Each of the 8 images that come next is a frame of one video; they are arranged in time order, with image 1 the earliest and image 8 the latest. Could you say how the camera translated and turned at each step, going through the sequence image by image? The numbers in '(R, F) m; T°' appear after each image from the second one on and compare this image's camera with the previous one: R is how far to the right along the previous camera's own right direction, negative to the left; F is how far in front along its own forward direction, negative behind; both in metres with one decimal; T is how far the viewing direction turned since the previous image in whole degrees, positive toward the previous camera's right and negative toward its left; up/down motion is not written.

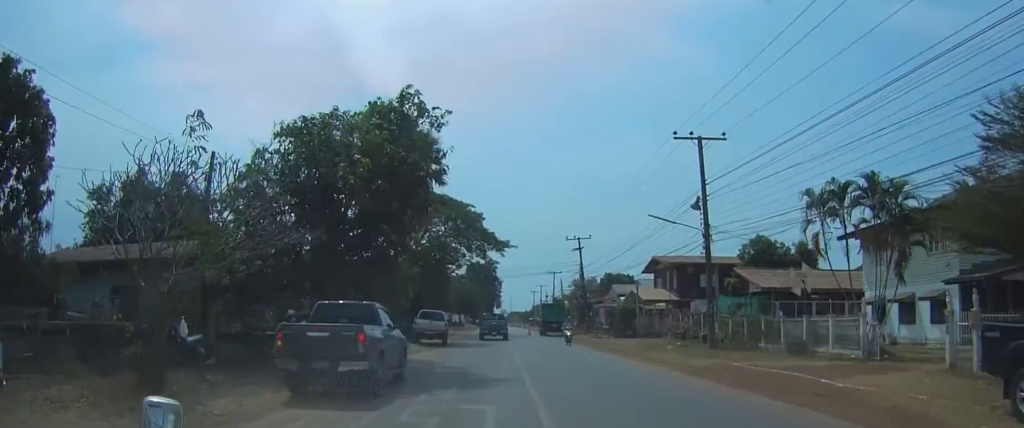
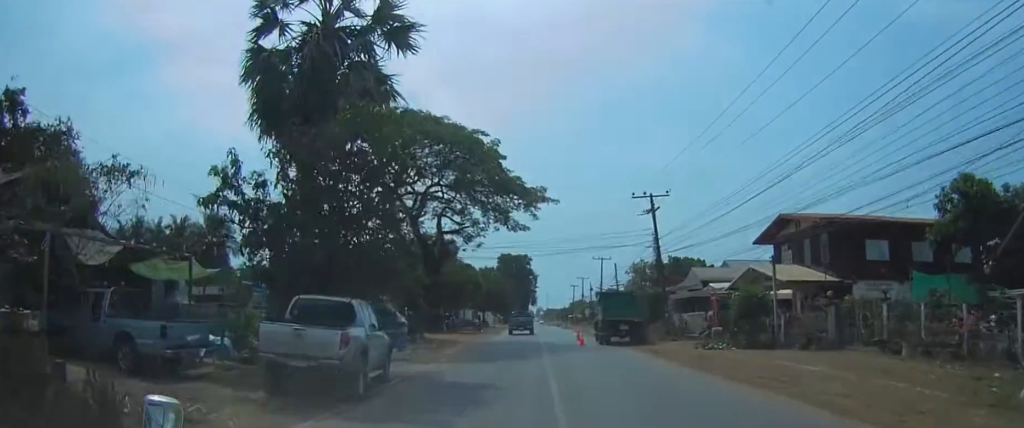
(-0.5, +24.1) m; -2°
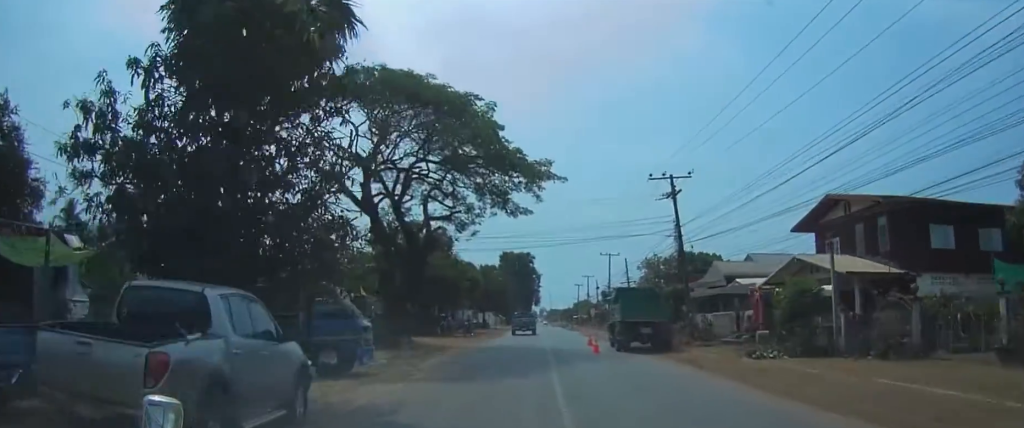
(0.0, +6.1) m; 0°
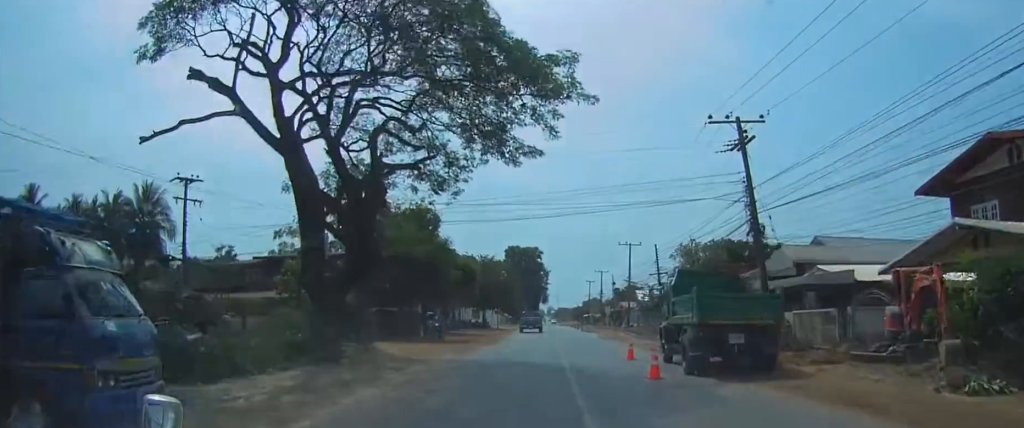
(-0.1, +12.3) m; -1°
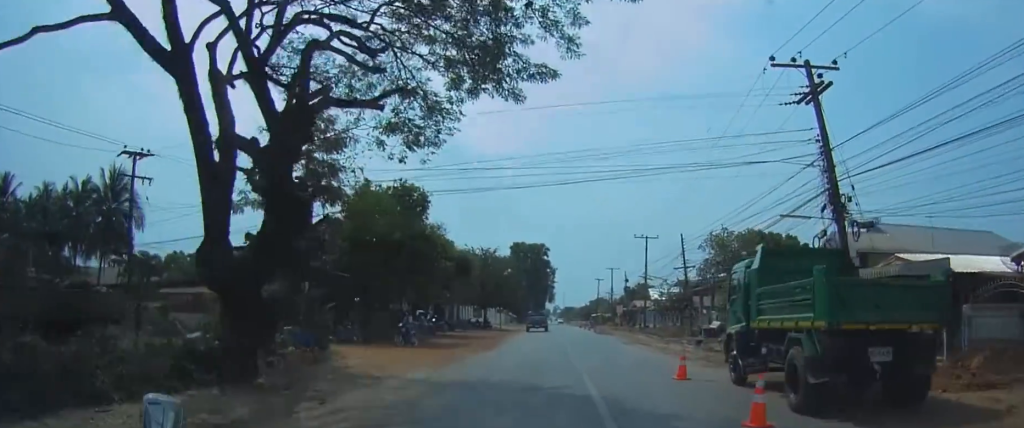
(0.0, +7.3) m; -1°
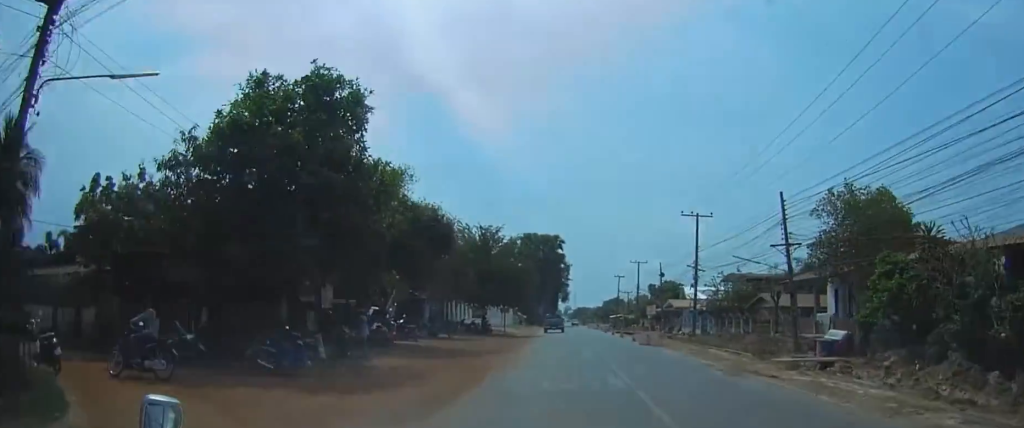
(0.0, +17.0) m; 0°
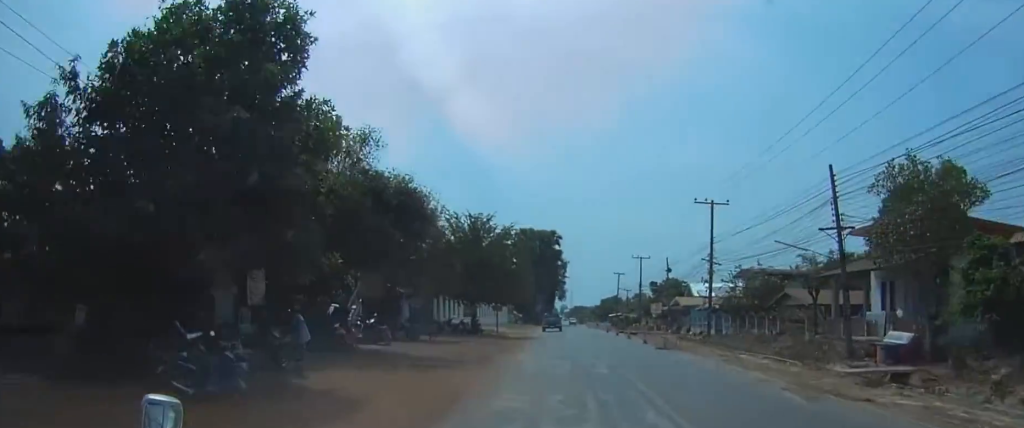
(0.0, +5.6) m; 0°
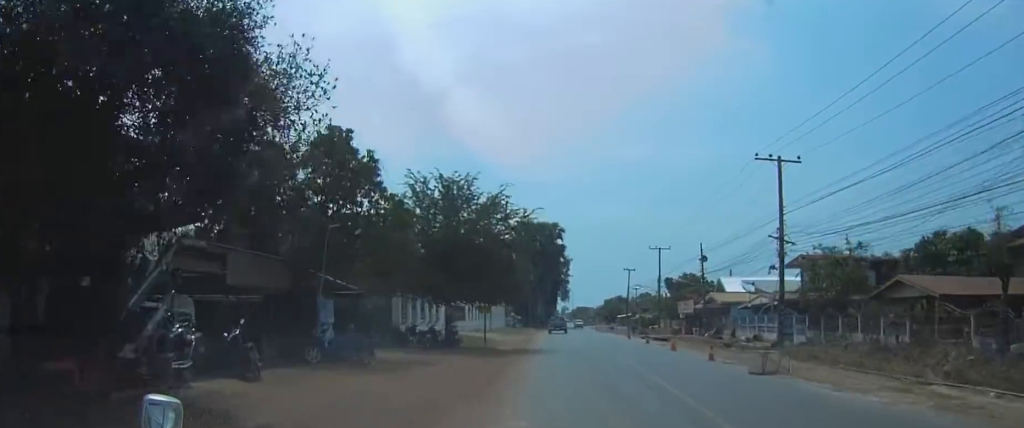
(0.0, +12.8) m; -1°
